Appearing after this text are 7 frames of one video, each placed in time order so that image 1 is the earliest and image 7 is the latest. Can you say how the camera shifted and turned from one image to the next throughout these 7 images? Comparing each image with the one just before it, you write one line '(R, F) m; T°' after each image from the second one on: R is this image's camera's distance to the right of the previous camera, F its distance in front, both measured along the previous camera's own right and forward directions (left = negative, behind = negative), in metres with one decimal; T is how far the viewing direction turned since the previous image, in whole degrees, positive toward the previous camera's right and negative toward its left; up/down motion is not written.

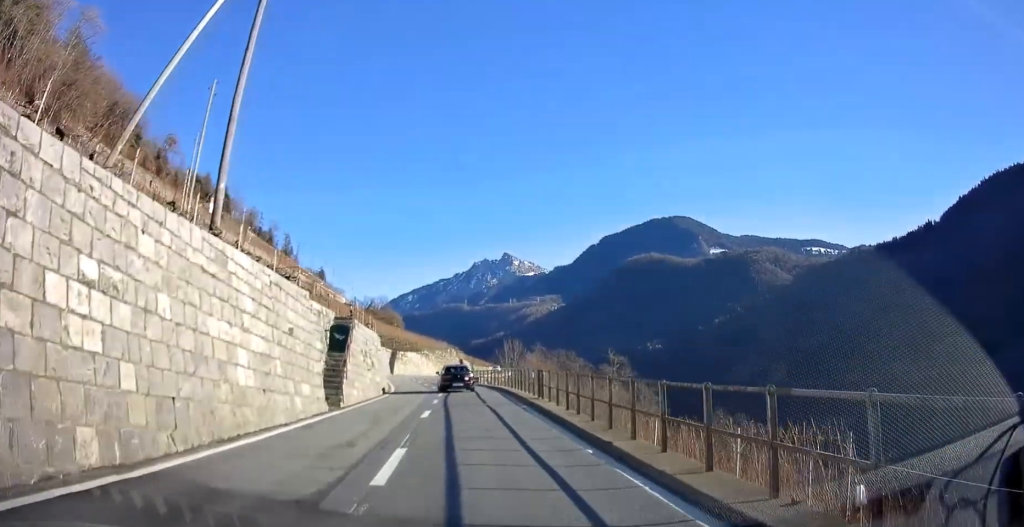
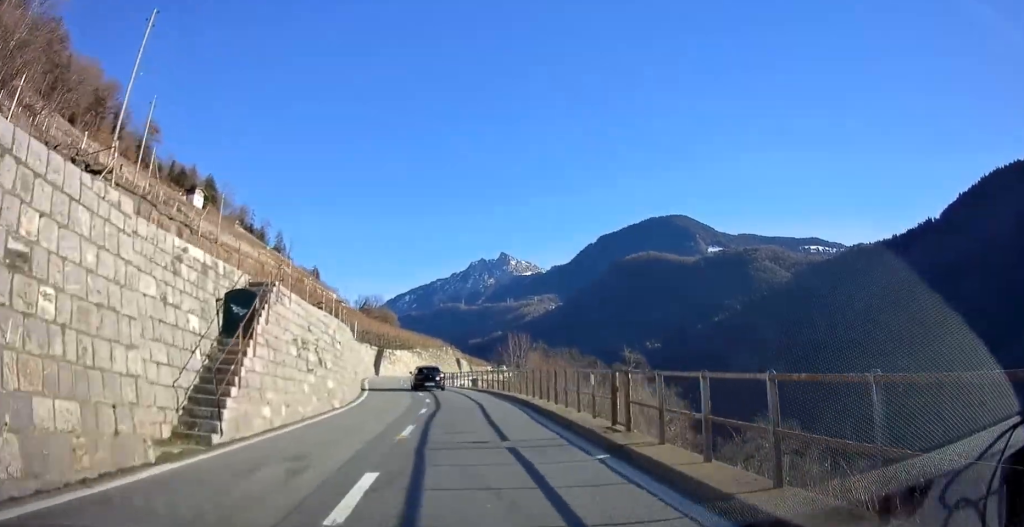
(0.0, +10.1) m; -1°
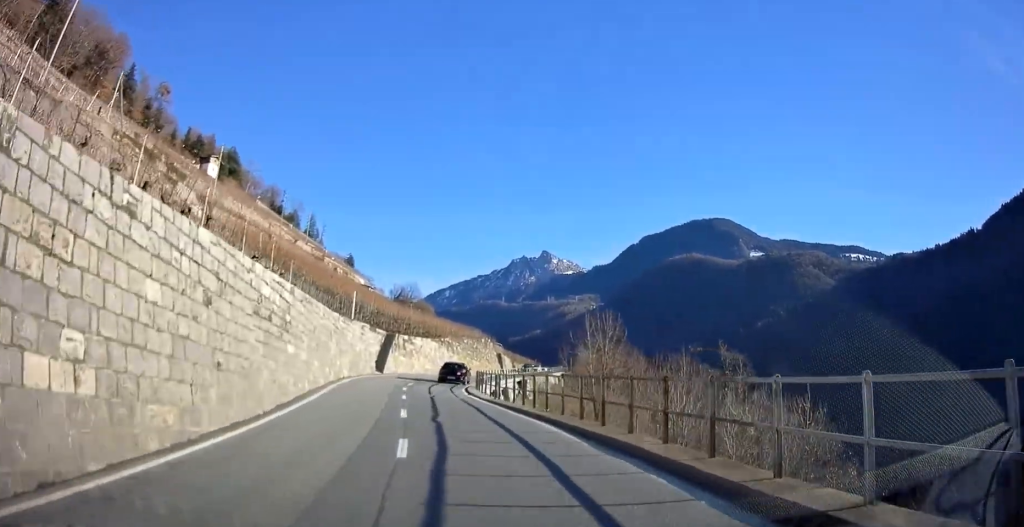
(-0.7, +21.1) m; -3°
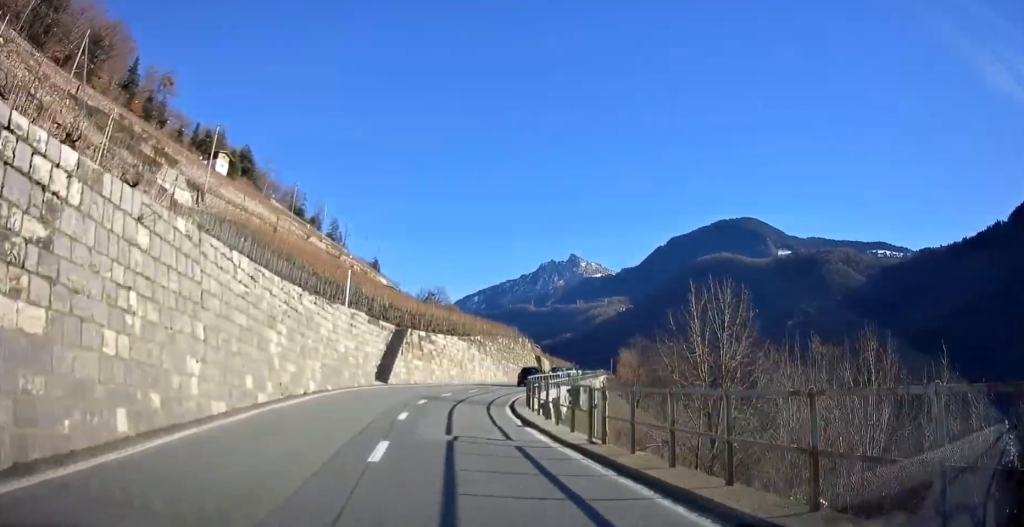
(0.0, +12.7) m; -1°
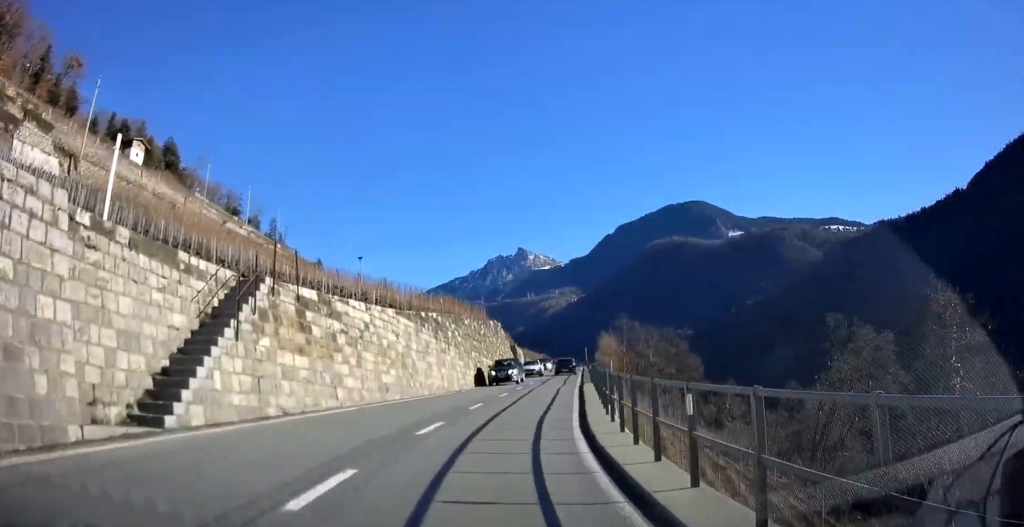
(-0.7, +20.4) m; +1°
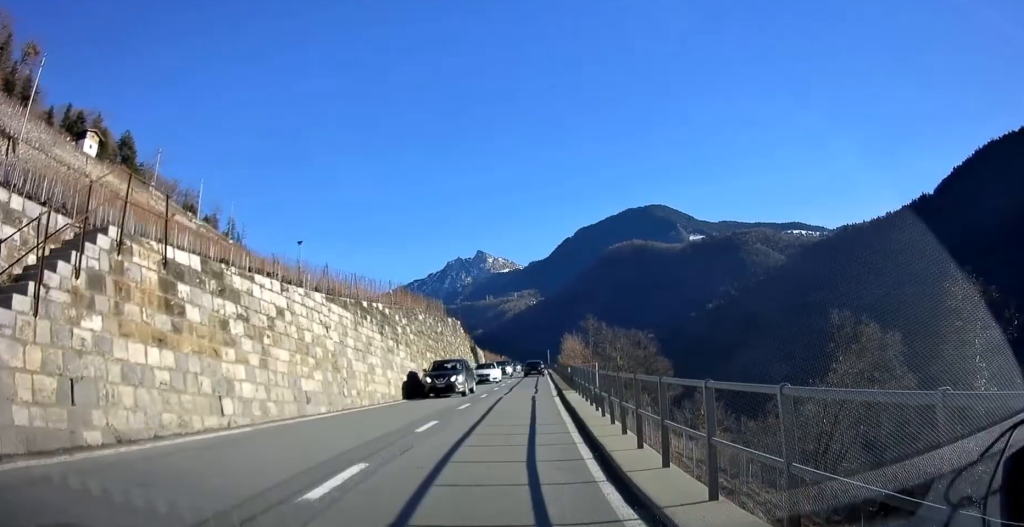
(+0.4, +5.5) m; +3°
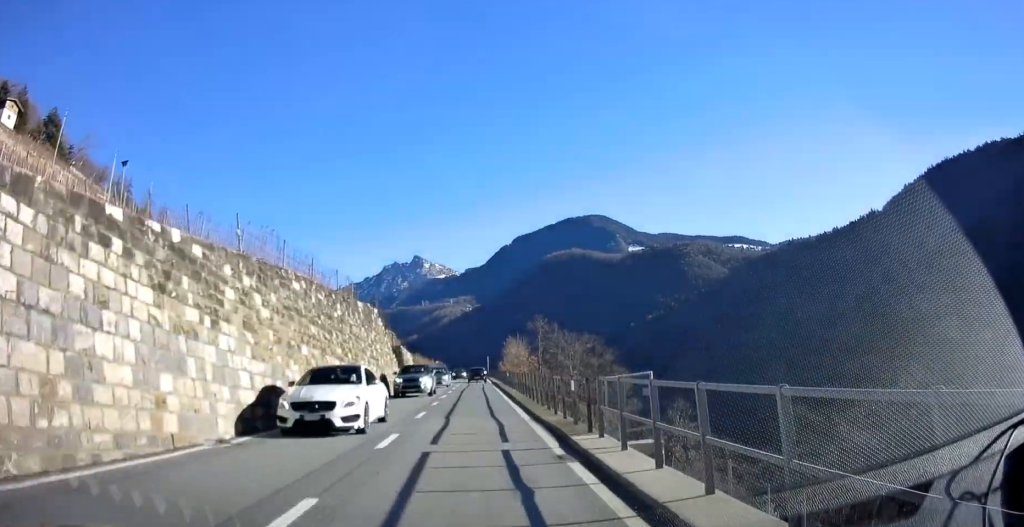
(+0.8, +13.3) m; +6°
